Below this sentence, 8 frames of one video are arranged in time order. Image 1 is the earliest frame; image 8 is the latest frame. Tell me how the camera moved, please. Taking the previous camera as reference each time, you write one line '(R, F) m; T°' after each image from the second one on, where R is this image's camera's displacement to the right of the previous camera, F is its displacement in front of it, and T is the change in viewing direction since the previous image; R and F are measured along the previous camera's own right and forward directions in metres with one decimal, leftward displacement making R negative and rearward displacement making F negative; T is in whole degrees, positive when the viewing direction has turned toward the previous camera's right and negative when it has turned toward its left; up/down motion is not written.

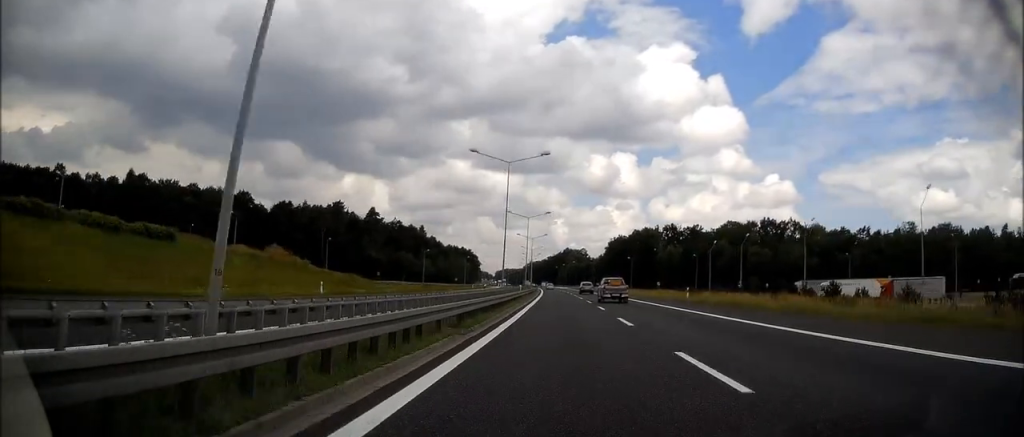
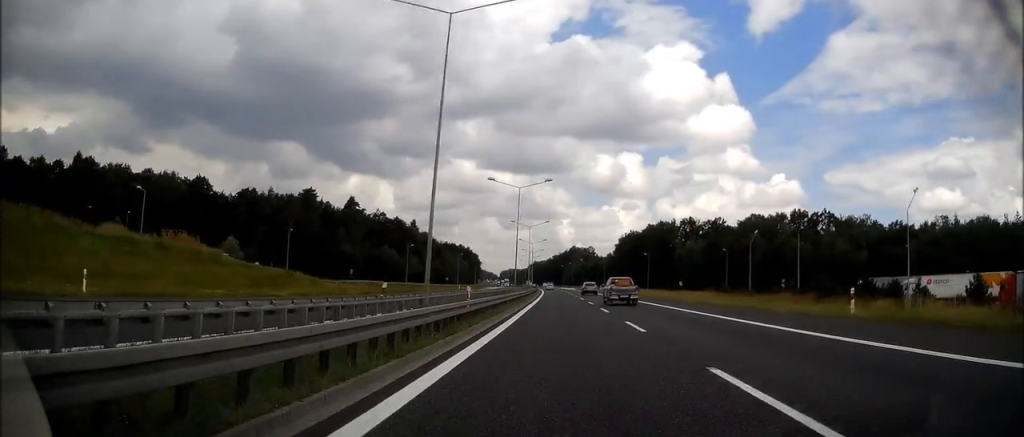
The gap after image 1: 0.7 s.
(-0.3, +26.1) m; 0°
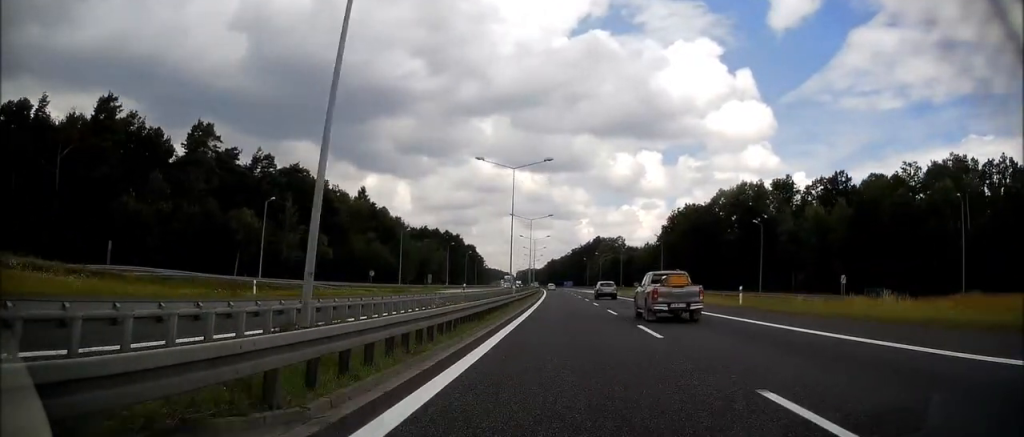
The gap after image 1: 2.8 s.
(-1.1, +85.7) m; -1°
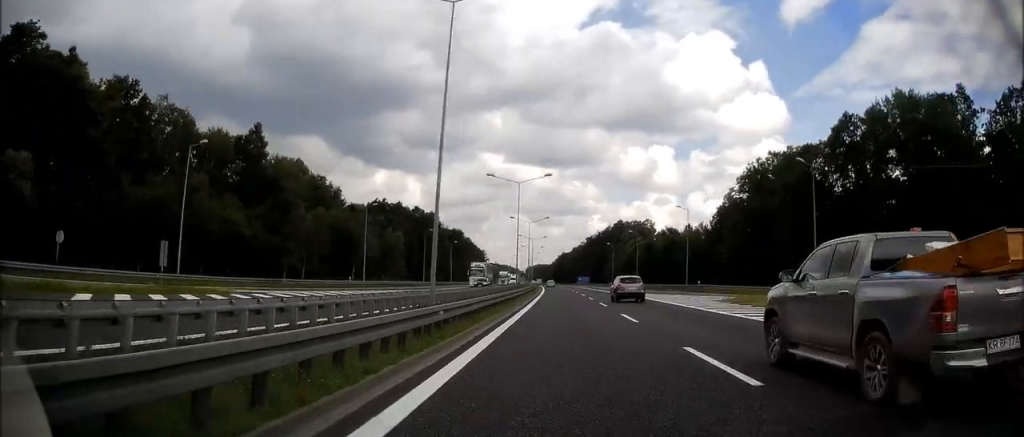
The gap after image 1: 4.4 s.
(-0.5, +67.1) m; -1°
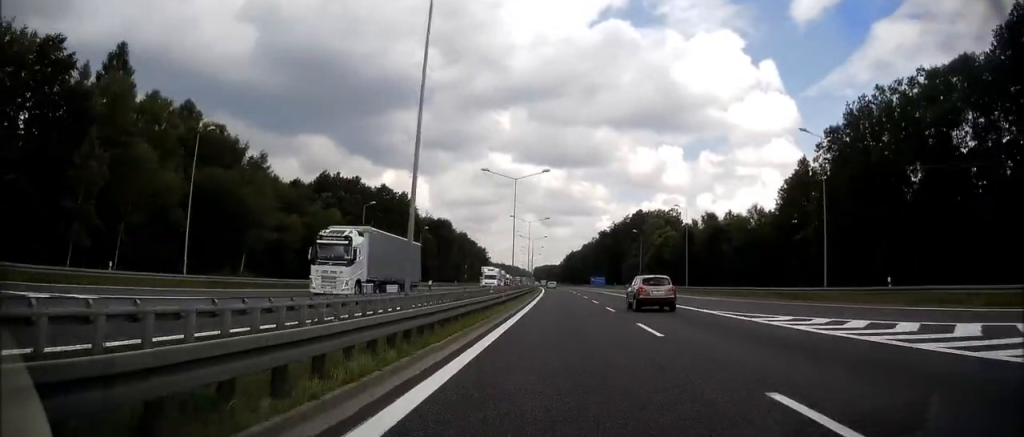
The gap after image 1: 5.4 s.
(-0.4, +41.0) m; -1°
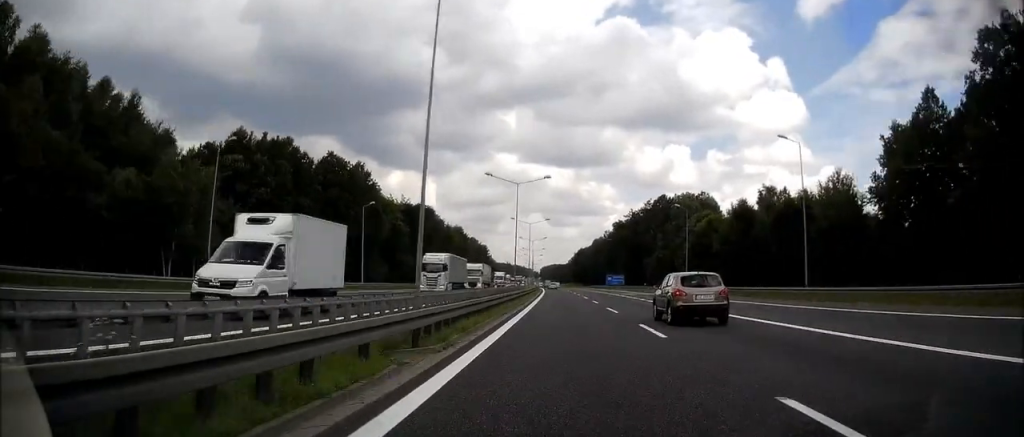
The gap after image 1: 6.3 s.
(-0.1, +36.7) m; -1°
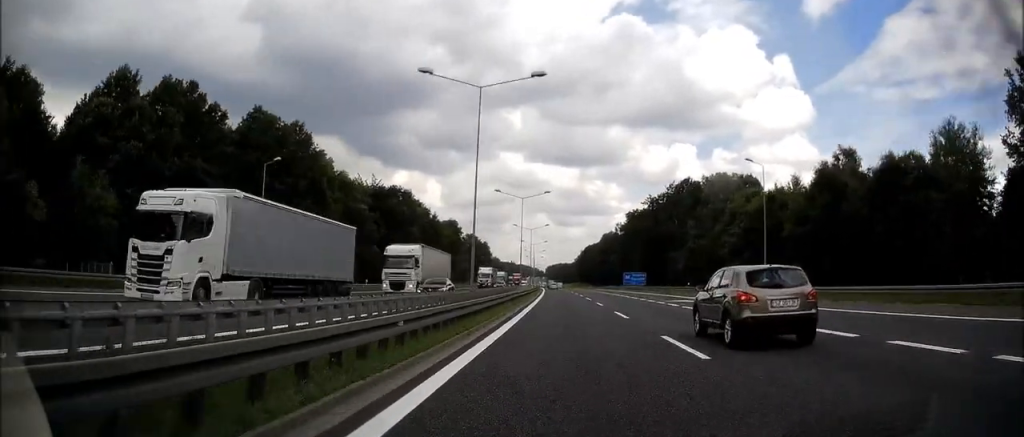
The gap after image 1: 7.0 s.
(-0.2, +28.4) m; -1°
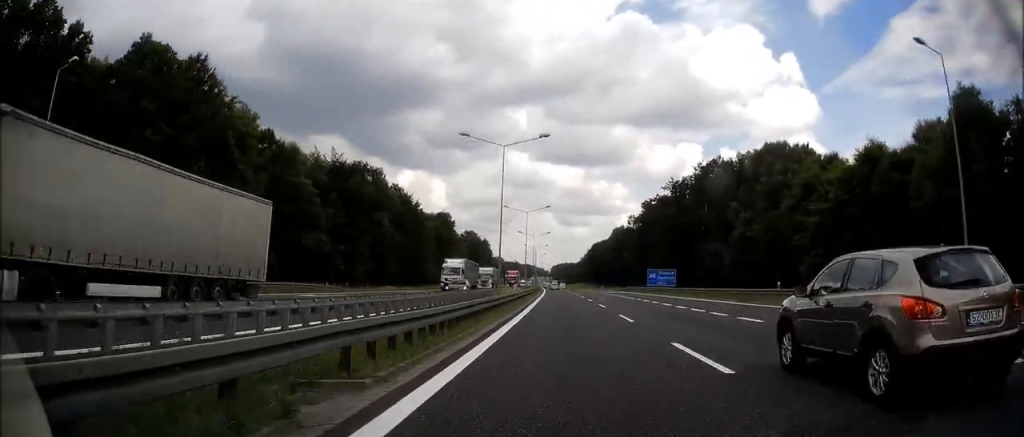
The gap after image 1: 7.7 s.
(-0.4, +25.6) m; 0°
